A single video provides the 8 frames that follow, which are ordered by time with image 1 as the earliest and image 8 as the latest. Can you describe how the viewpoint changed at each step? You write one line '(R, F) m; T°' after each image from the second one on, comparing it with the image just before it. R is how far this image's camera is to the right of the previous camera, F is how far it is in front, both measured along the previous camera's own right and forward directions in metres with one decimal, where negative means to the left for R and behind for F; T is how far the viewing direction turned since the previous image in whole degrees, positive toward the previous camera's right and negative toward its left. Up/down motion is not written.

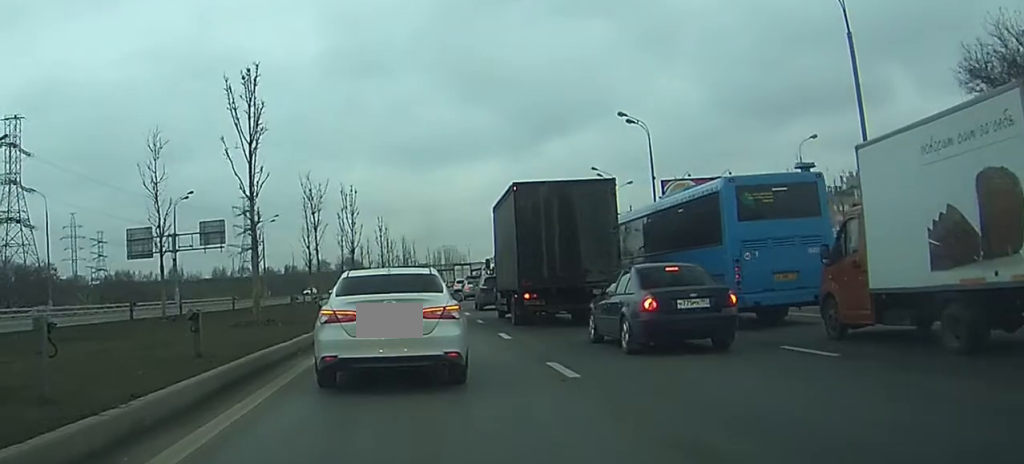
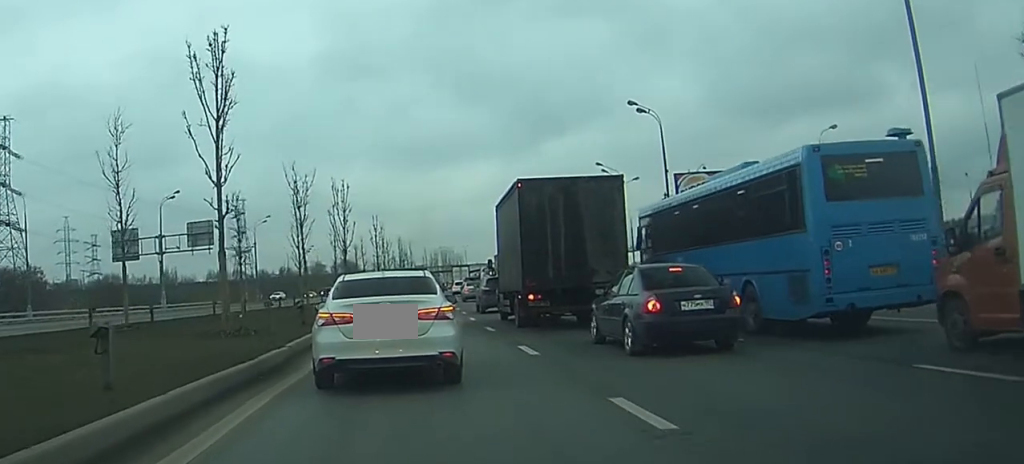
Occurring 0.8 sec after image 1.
(+0.1, +3.2) m; +2°
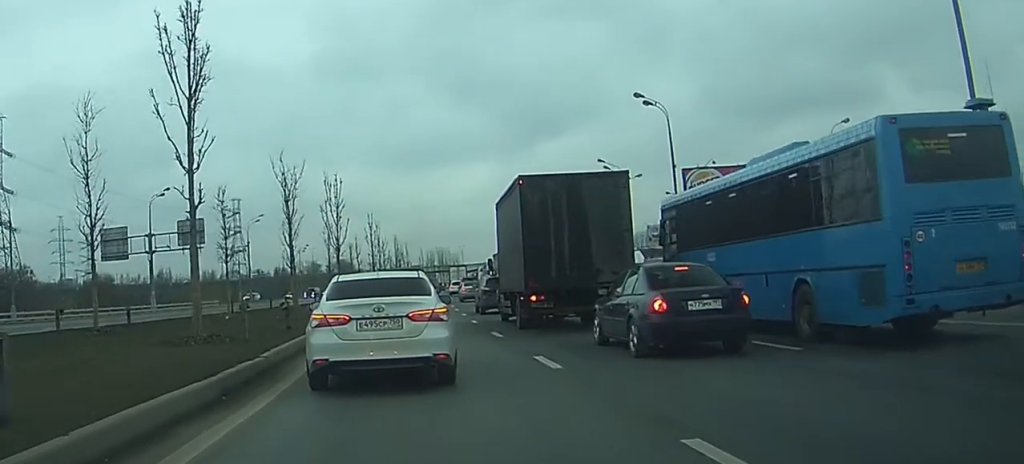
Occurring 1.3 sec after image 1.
(0.0, +2.2) m; +1°
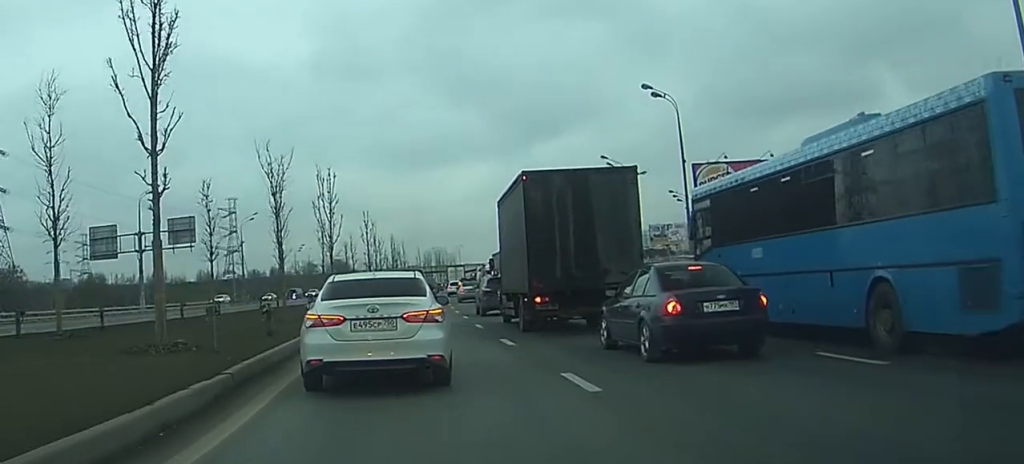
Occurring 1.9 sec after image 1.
(0.0, +2.3) m; +1°
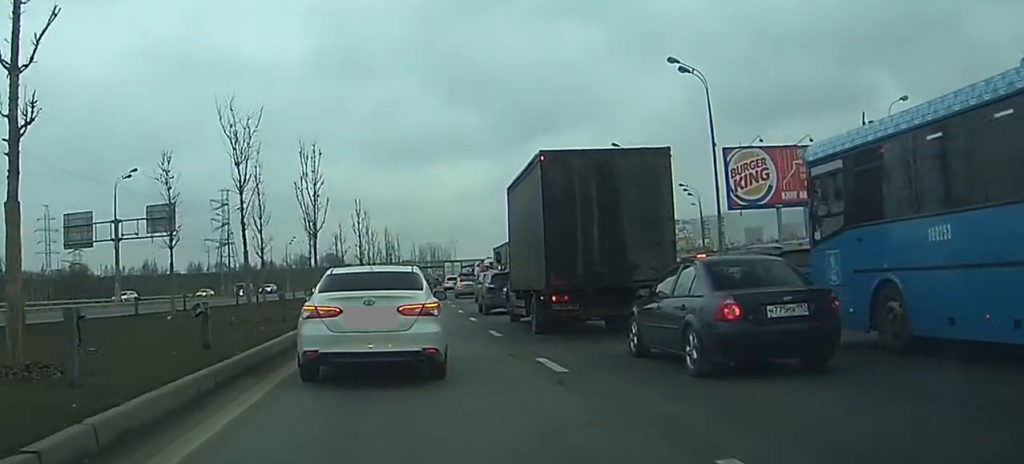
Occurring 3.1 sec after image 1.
(+0.1, +5.8) m; +1°
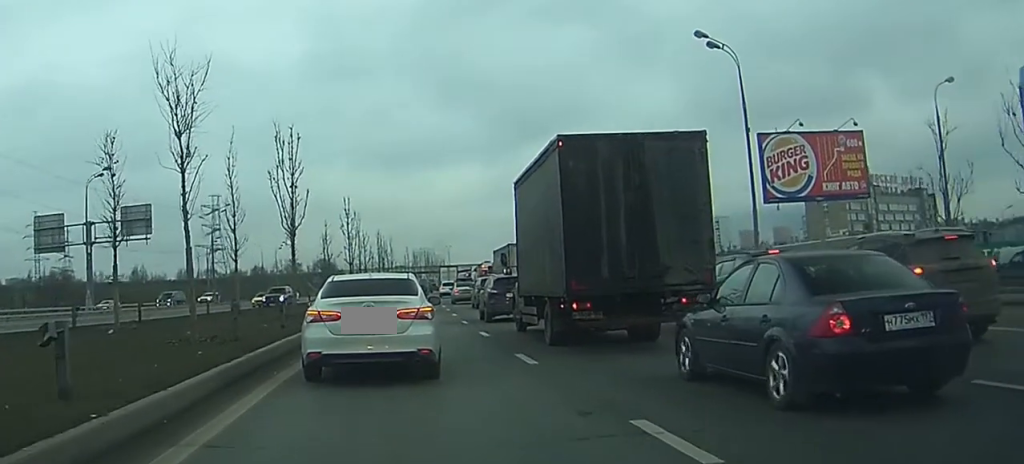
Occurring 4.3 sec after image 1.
(0.0, +6.0) m; -1°
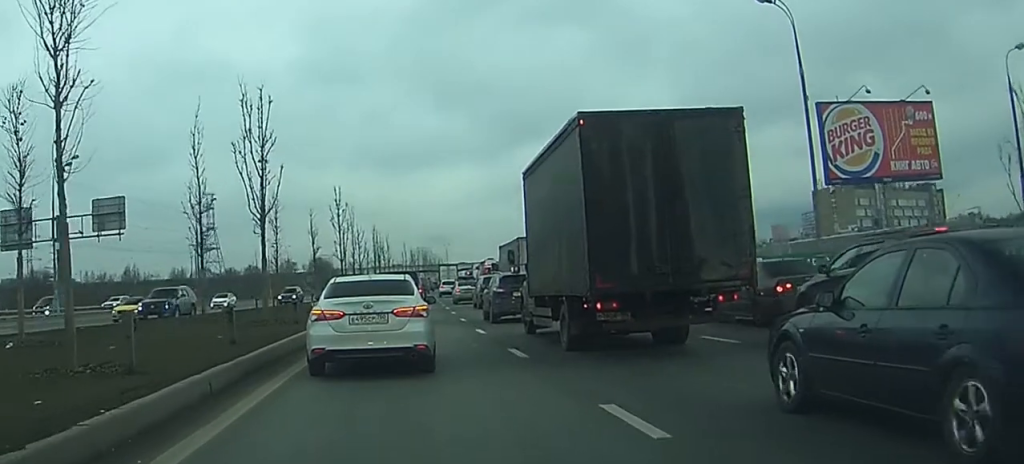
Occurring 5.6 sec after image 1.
(0.0, +7.0) m; +1°
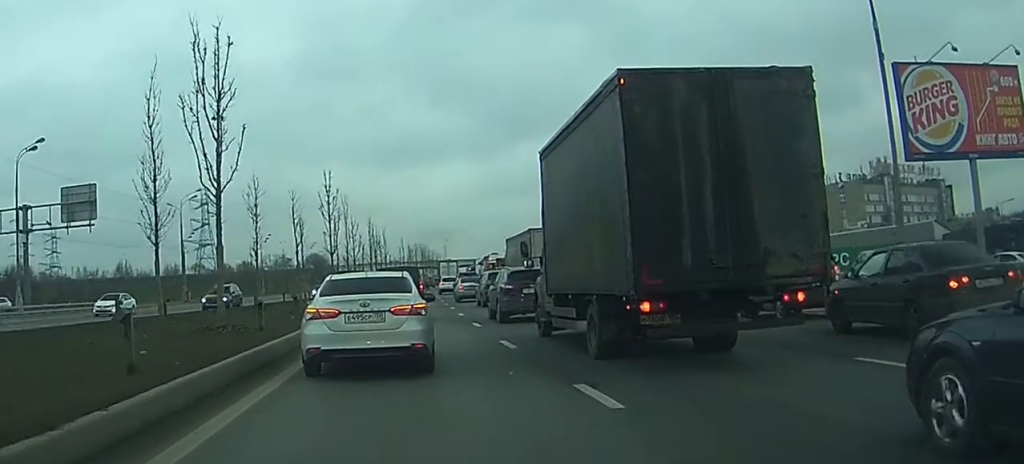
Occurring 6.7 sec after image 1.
(+0.1, +6.0) m; +1°
